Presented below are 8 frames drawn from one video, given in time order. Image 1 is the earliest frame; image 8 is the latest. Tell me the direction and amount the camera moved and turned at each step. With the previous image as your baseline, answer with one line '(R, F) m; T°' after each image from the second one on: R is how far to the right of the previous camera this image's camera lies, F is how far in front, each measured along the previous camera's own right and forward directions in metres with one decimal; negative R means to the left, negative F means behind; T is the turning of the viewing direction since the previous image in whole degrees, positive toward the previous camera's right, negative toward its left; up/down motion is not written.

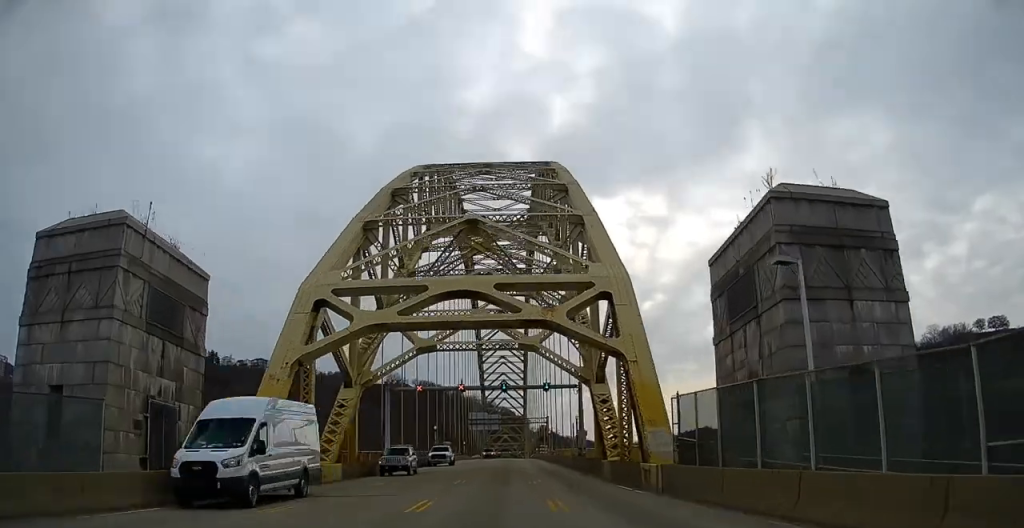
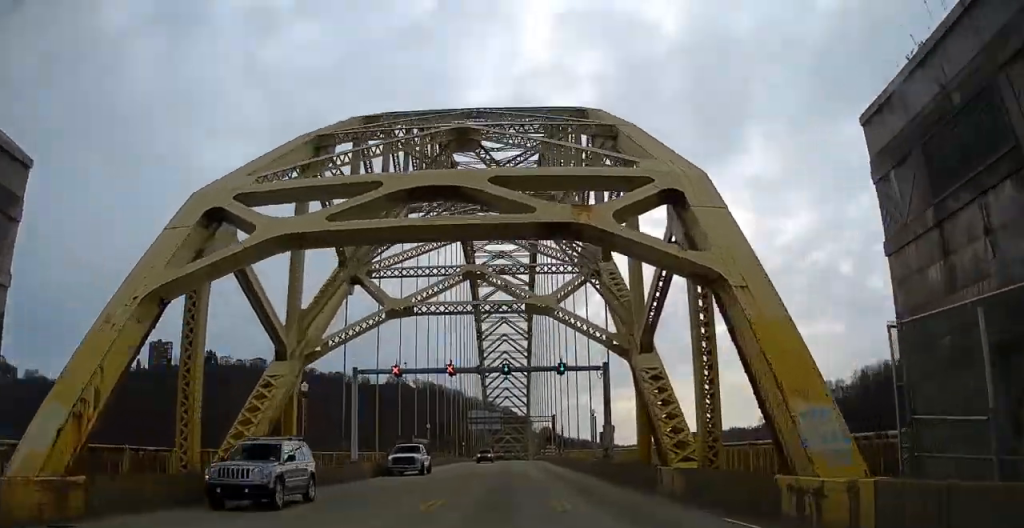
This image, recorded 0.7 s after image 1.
(+0.2, +11.5) m; 0°
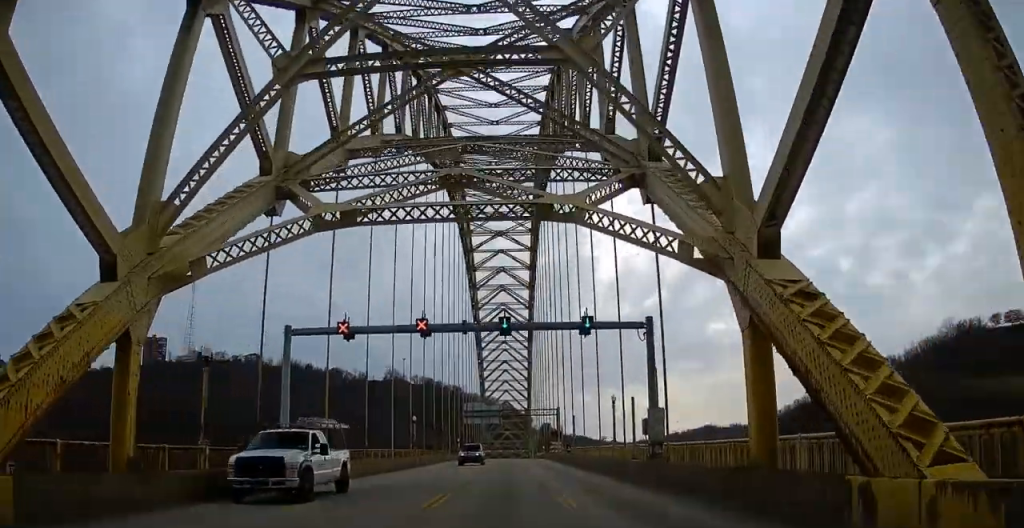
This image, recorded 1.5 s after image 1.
(-0.3, +12.1) m; -2°
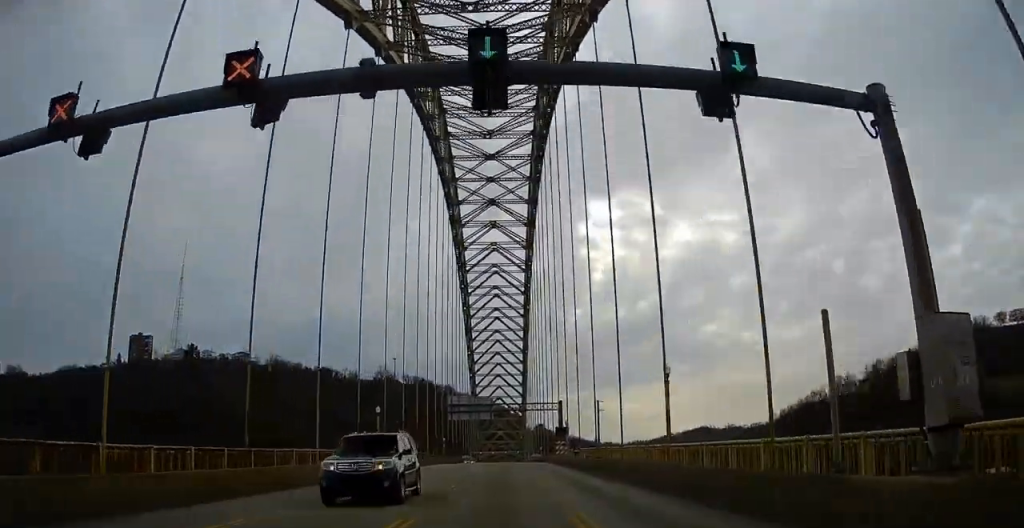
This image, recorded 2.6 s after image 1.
(-0.3, +17.6) m; -2°
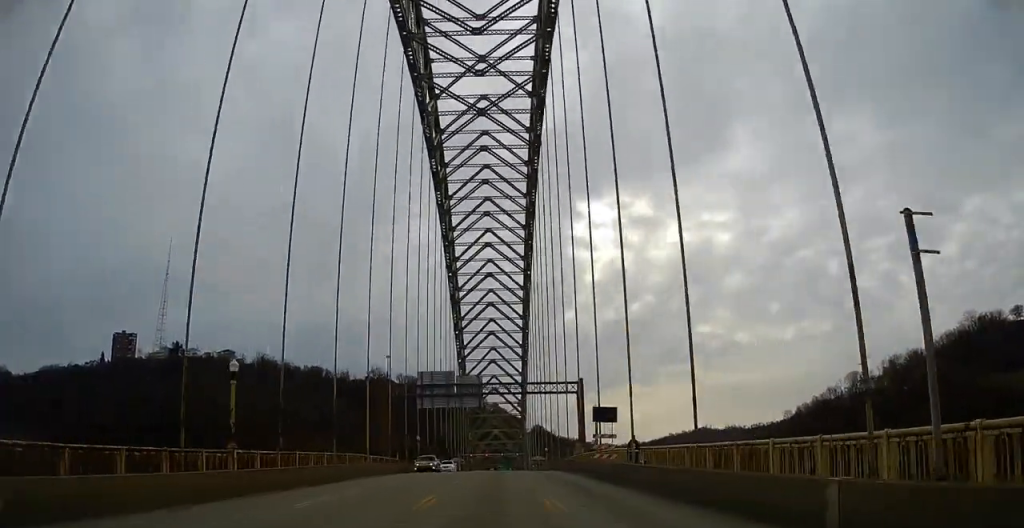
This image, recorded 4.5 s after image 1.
(0.0, +29.2) m; +1°
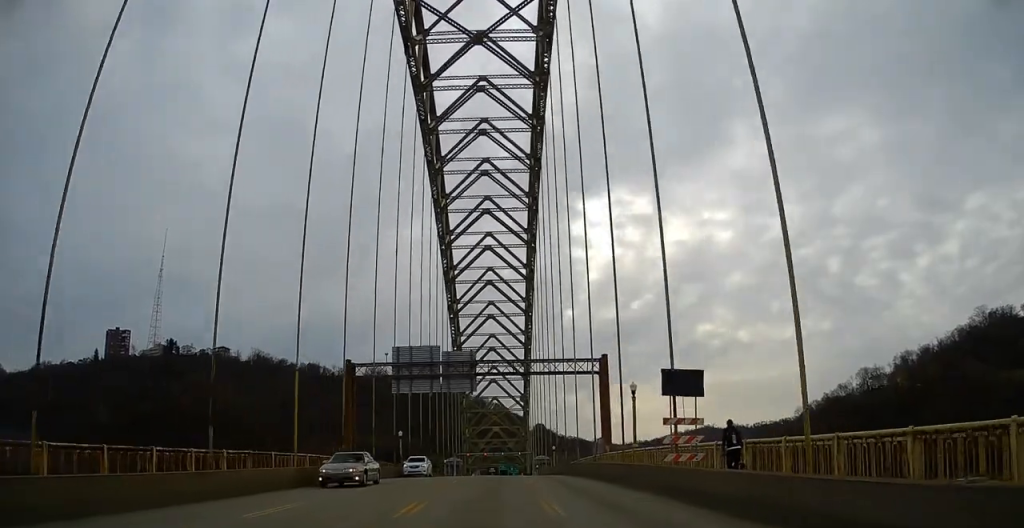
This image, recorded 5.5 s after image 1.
(+0.2, +15.2) m; +1°
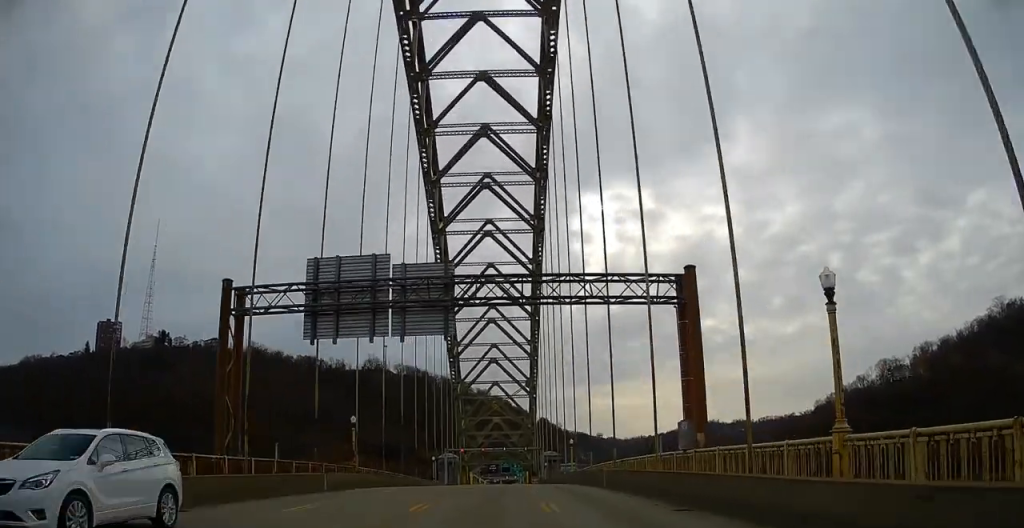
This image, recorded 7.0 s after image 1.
(0.0, +23.1) m; 0°
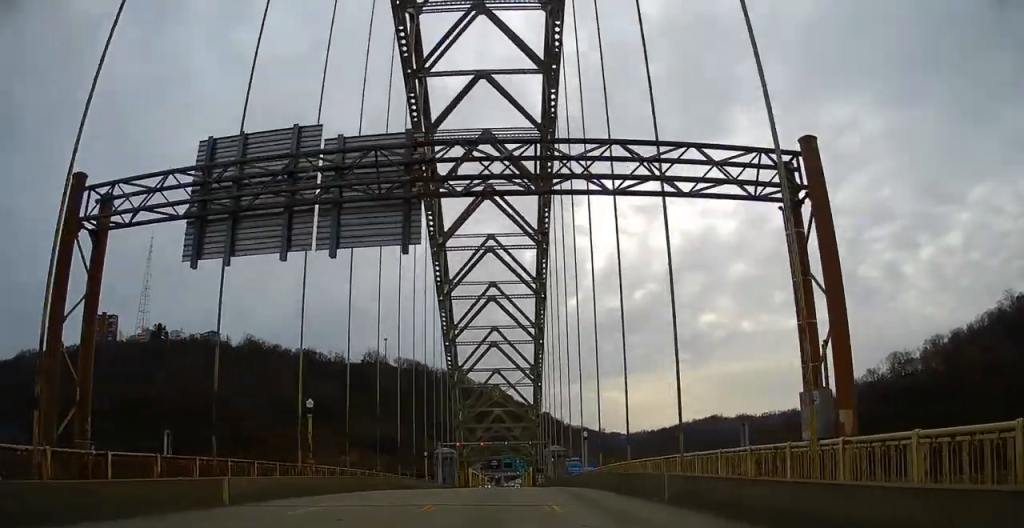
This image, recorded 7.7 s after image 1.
(+0.1, +11.5) m; -1°
